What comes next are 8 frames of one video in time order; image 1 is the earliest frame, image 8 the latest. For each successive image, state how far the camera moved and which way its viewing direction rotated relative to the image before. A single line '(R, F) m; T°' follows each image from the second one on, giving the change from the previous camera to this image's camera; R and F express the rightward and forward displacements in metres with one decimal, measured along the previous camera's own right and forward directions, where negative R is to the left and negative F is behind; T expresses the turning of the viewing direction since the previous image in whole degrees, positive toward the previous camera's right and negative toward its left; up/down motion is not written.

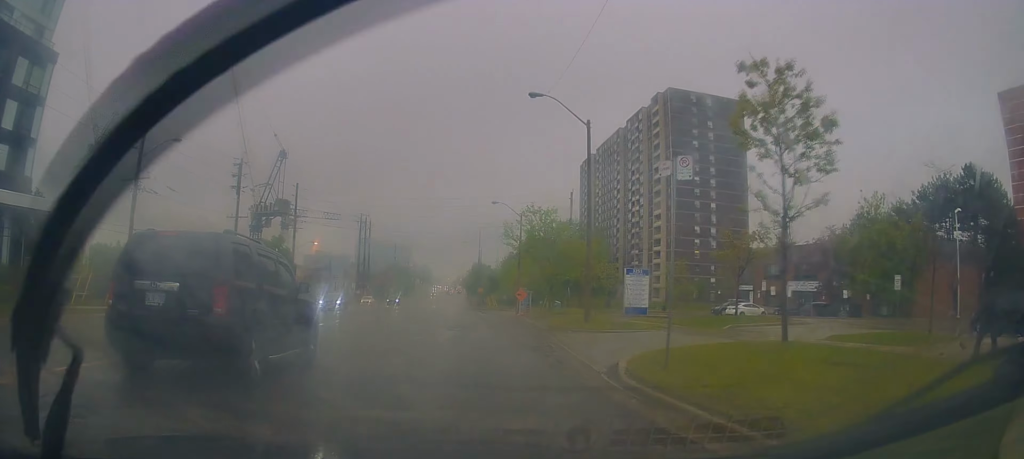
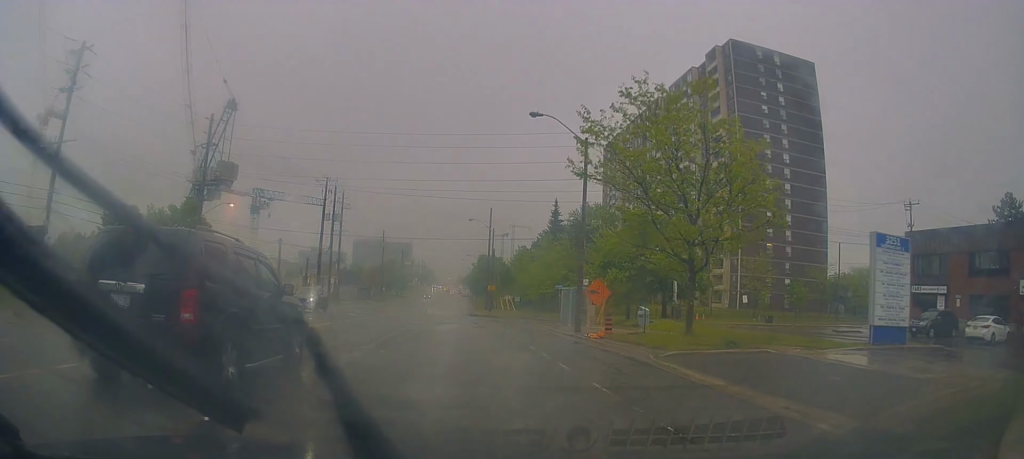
(-0.1, +29.9) m; 0°
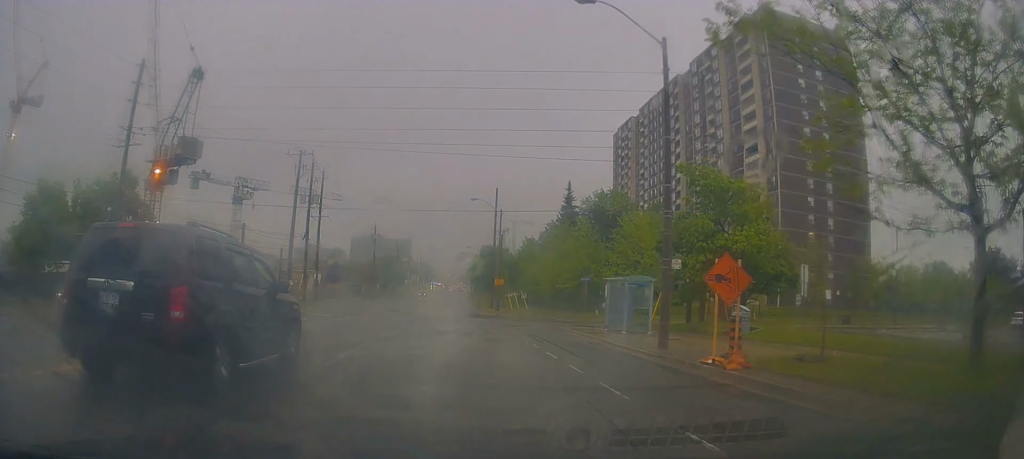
(+0.4, +12.6) m; 0°
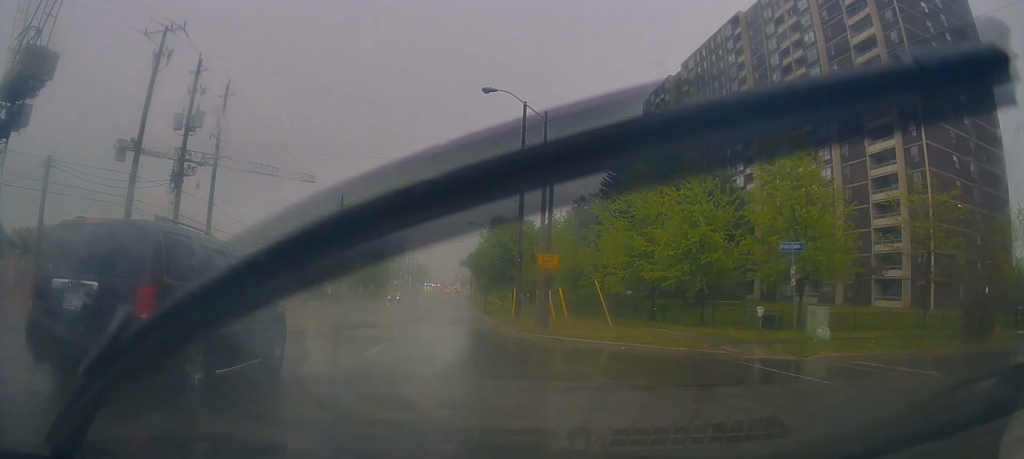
(-0.7, +30.8) m; -1°
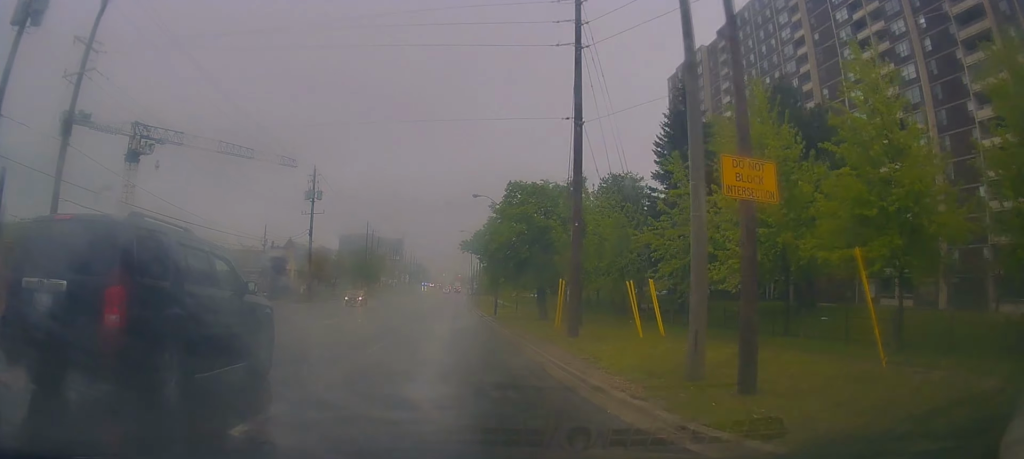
(+0.1, +17.2) m; +1°
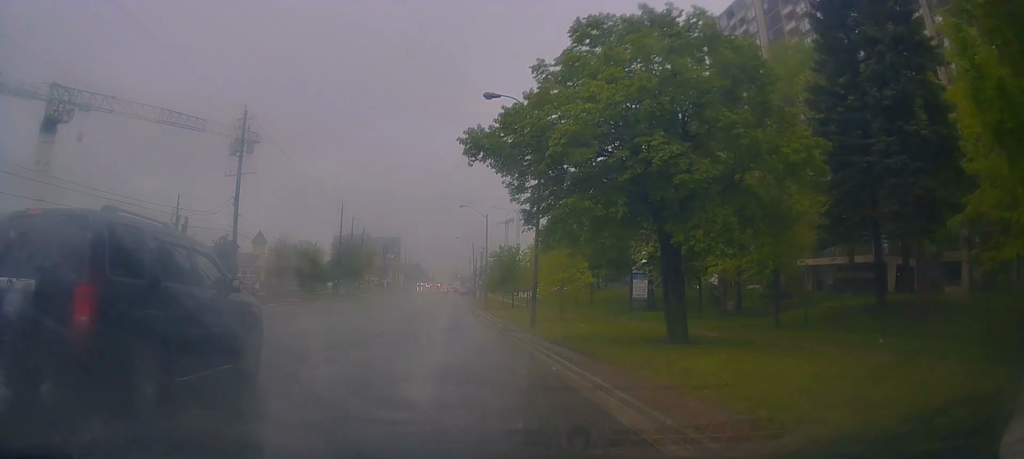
(+0.3, +23.9) m; +1°
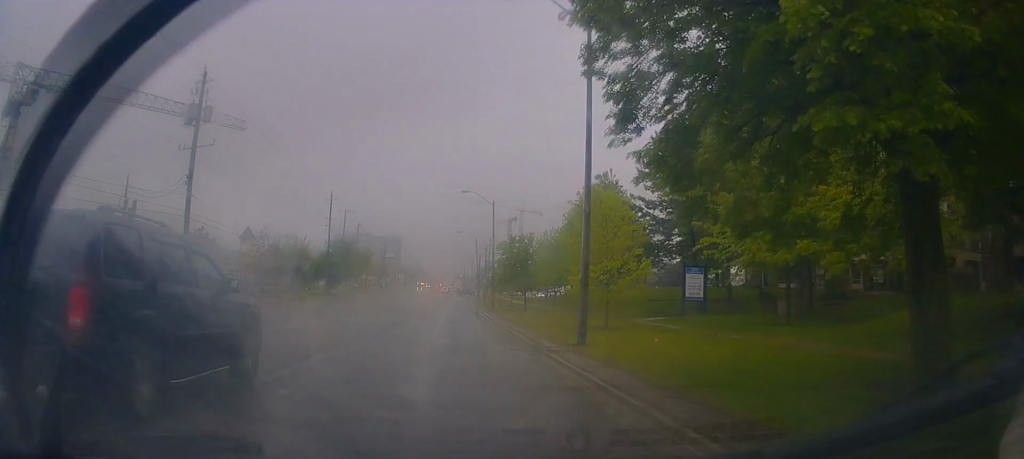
(0.0, +8.9) m; 0°
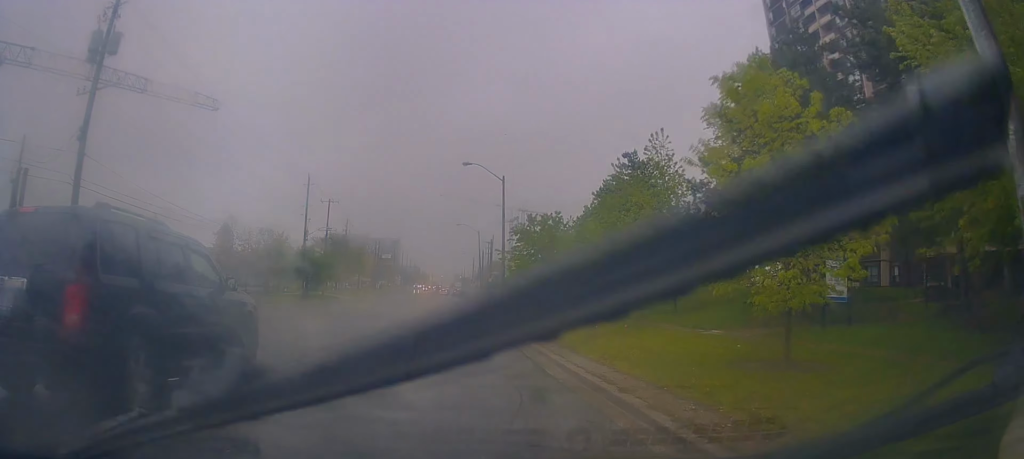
(-0.3, +12.2) m; -1°
